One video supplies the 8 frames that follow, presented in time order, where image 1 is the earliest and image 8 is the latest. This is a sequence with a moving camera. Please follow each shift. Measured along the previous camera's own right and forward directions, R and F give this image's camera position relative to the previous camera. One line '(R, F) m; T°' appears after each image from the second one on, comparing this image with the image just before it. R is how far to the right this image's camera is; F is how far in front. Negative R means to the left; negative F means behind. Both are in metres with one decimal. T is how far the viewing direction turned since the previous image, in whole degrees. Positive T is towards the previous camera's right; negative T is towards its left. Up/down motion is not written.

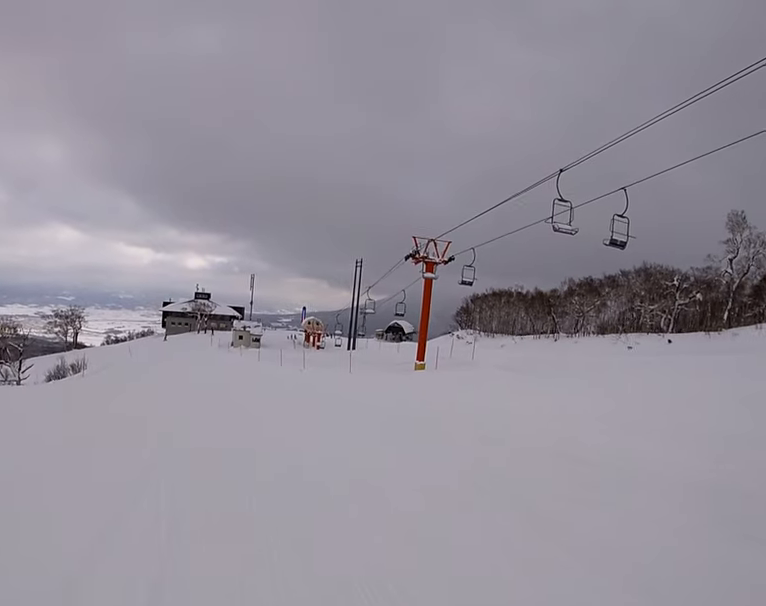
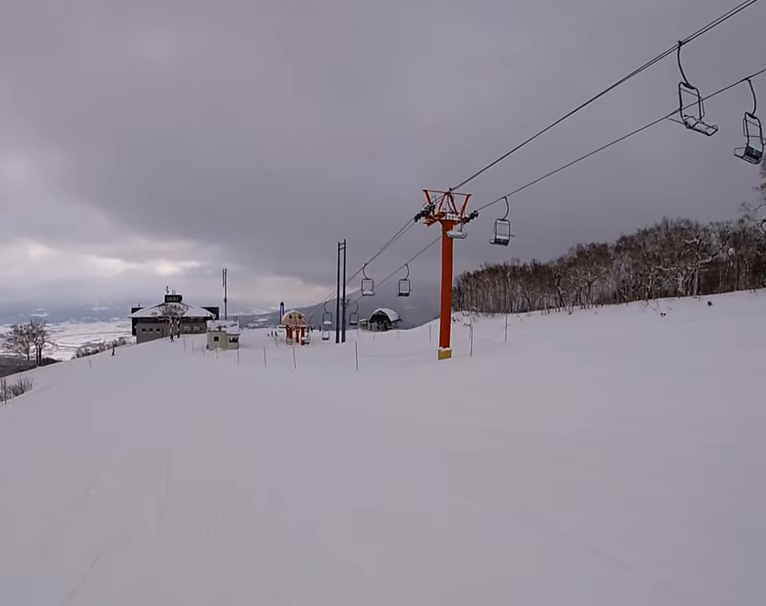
(-1.1, +9.3) m; -8°
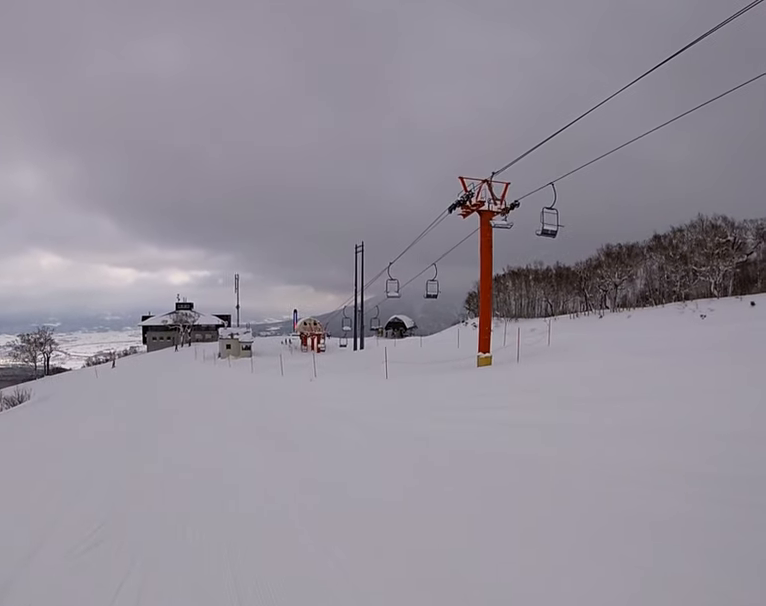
(-0.7, +3.5) m; 0°
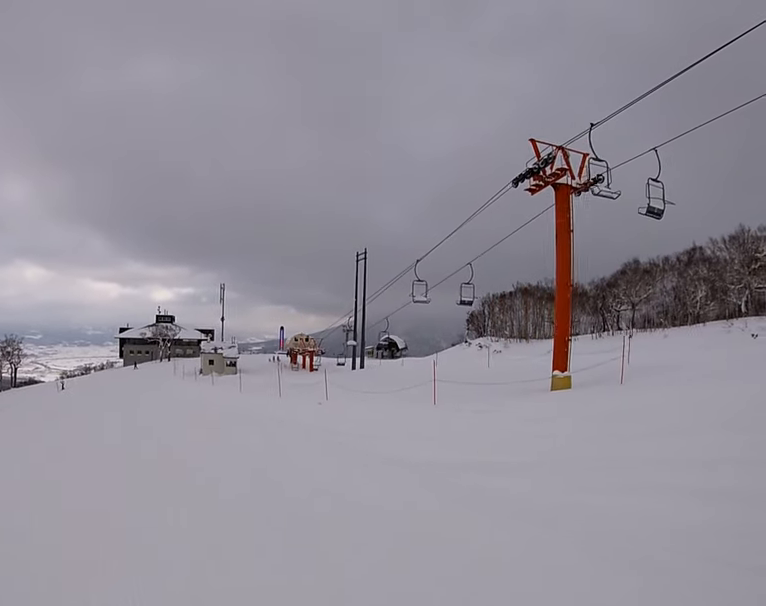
(+1.6, +8.4) m; +9°
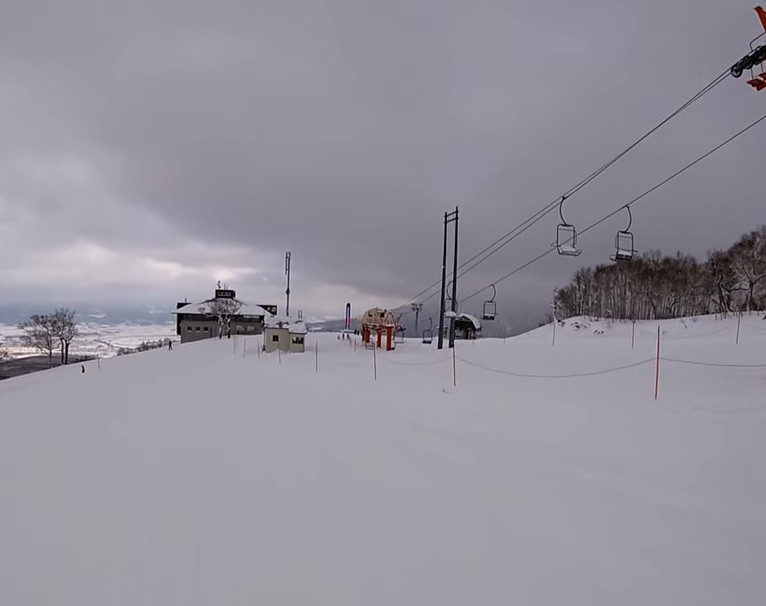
(-0.4, +8.6) m; -9°
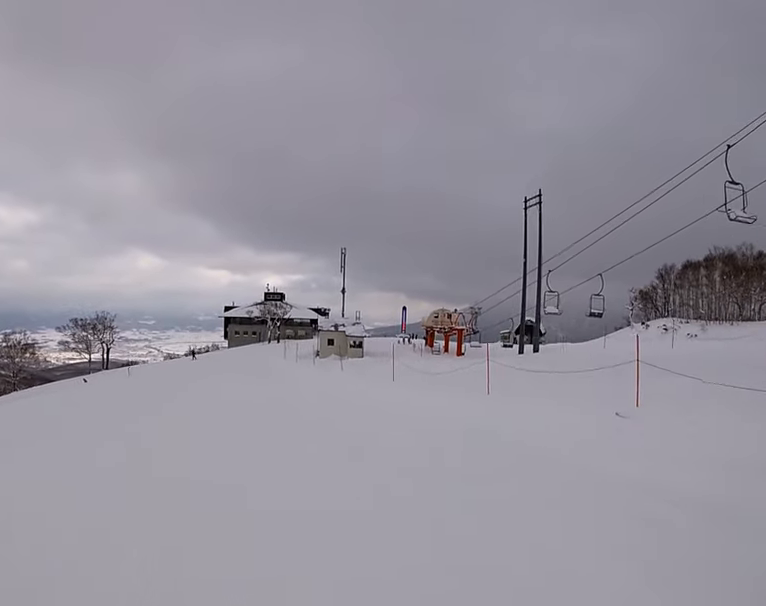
(-1.0, +7.0) m; 0°
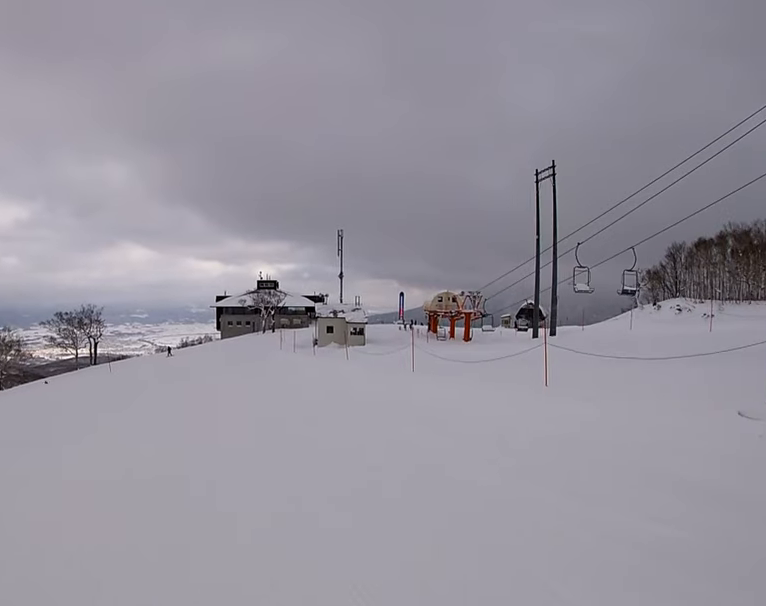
(+0.5, +3.8) m; 0°
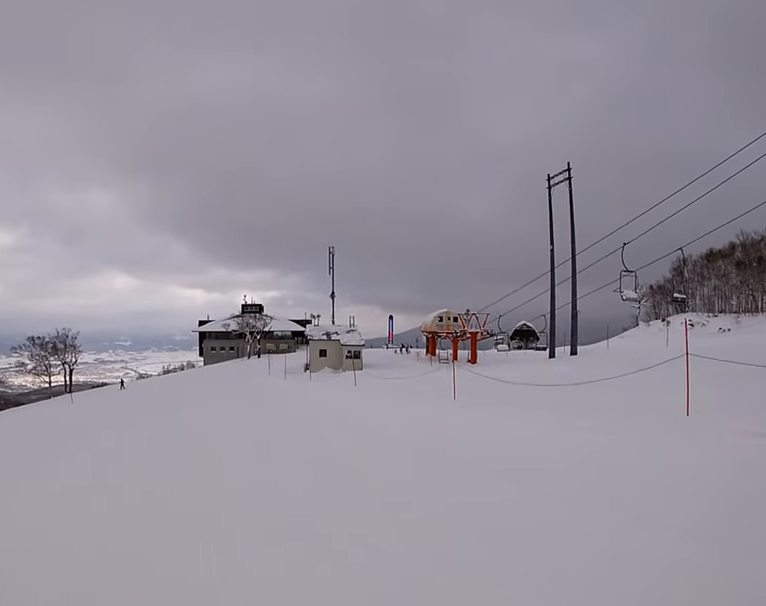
(+0.5, +5.1) m; -1°
